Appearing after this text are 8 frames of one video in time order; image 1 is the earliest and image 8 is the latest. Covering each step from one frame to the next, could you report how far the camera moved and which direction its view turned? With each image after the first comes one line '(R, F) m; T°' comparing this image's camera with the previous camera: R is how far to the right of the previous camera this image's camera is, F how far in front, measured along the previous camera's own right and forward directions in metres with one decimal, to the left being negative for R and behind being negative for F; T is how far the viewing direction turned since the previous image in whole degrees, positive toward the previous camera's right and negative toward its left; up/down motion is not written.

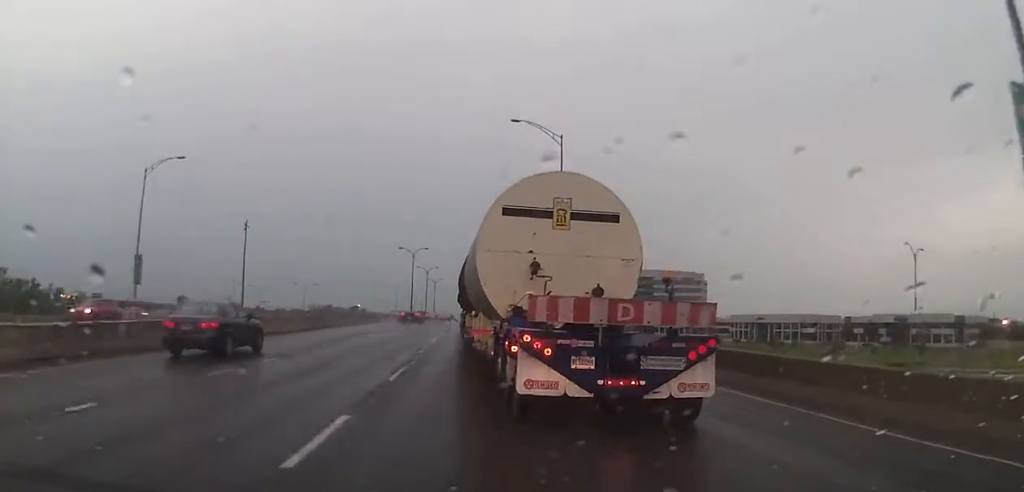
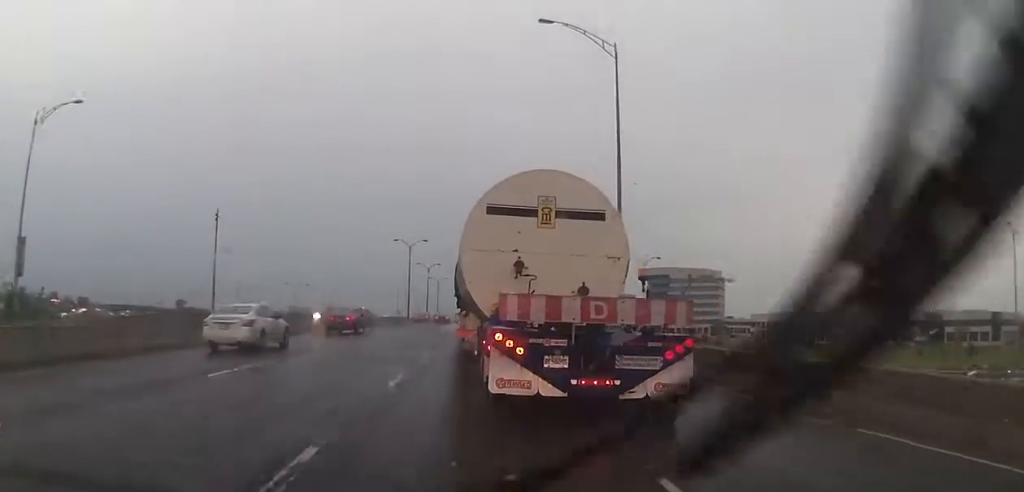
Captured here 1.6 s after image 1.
(+0.5, +17.8) m; +1°
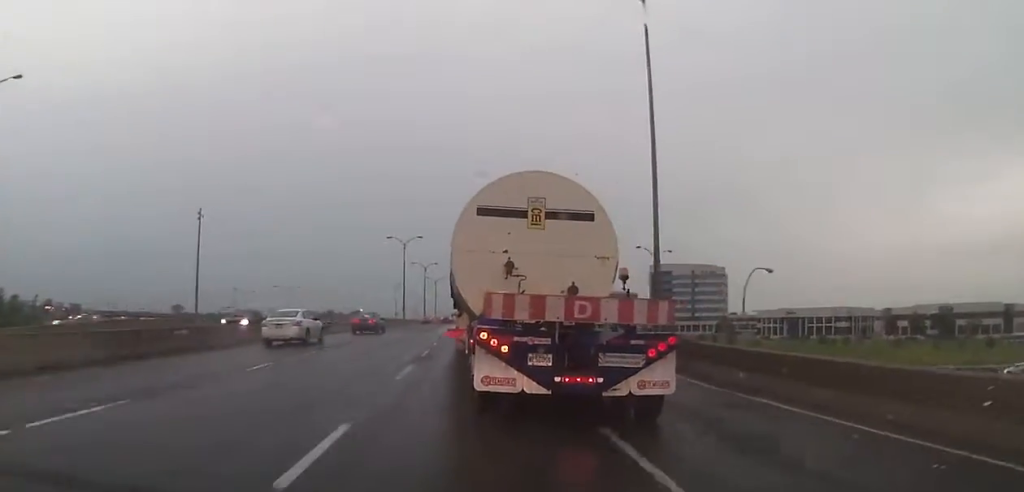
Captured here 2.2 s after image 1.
(0.0, +6.7) m; -2°
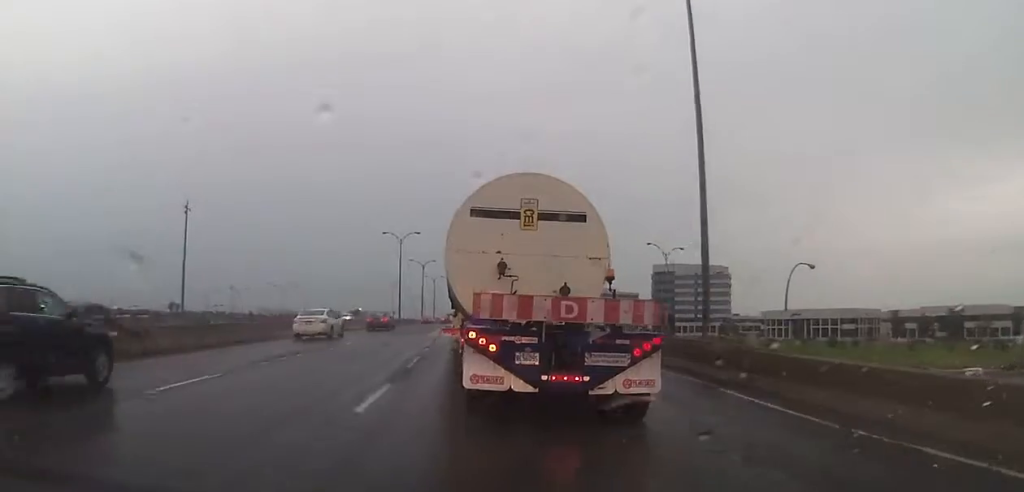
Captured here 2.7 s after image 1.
(-0.2, +5.2) m; 0°
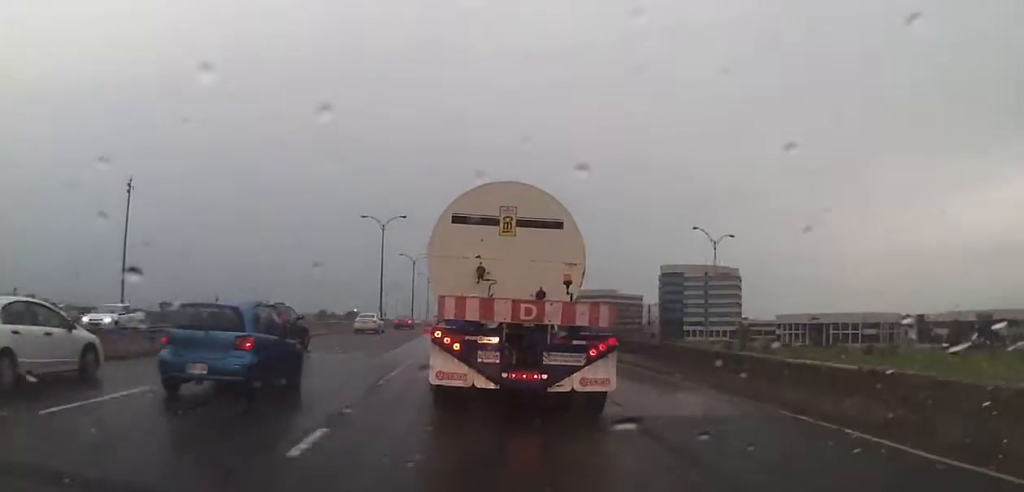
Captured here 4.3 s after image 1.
(+0.5, +17.9) m; +3°
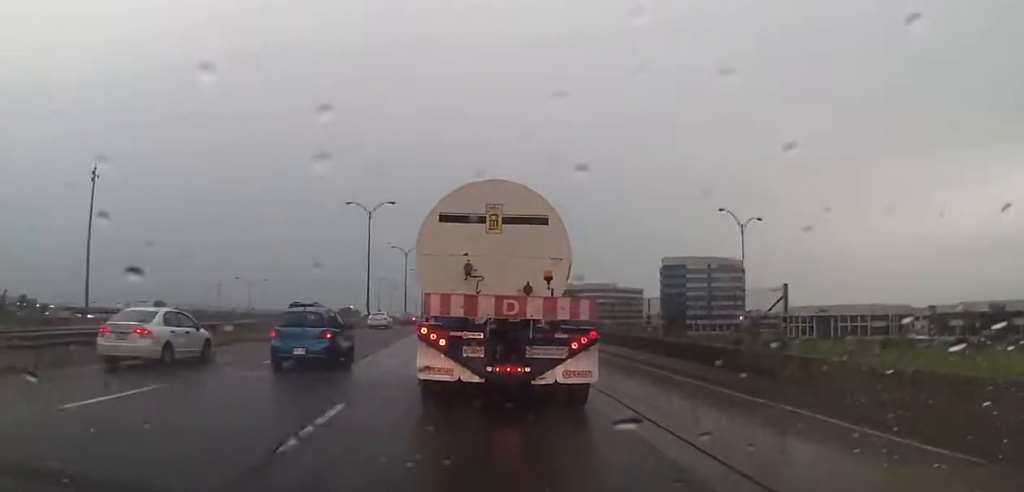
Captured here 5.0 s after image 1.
(-0.2, +8.0) m; -1°
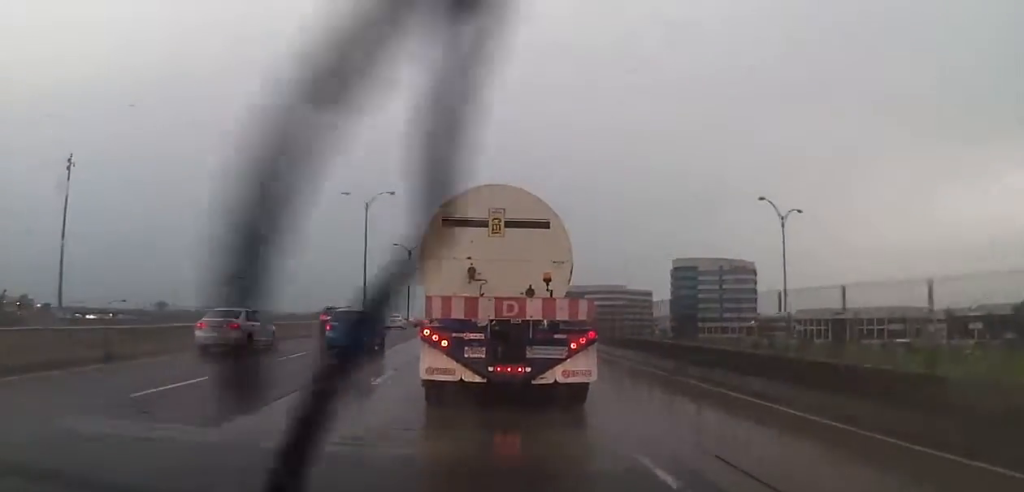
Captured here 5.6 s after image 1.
(0.0, +7.0) m; -1°
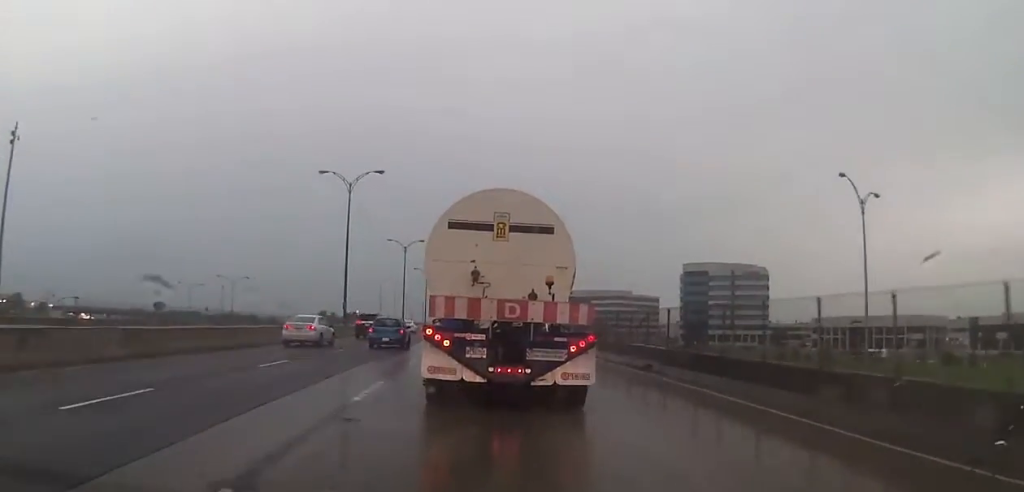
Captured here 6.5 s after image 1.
(-0.1, +11.4) m; -1°
